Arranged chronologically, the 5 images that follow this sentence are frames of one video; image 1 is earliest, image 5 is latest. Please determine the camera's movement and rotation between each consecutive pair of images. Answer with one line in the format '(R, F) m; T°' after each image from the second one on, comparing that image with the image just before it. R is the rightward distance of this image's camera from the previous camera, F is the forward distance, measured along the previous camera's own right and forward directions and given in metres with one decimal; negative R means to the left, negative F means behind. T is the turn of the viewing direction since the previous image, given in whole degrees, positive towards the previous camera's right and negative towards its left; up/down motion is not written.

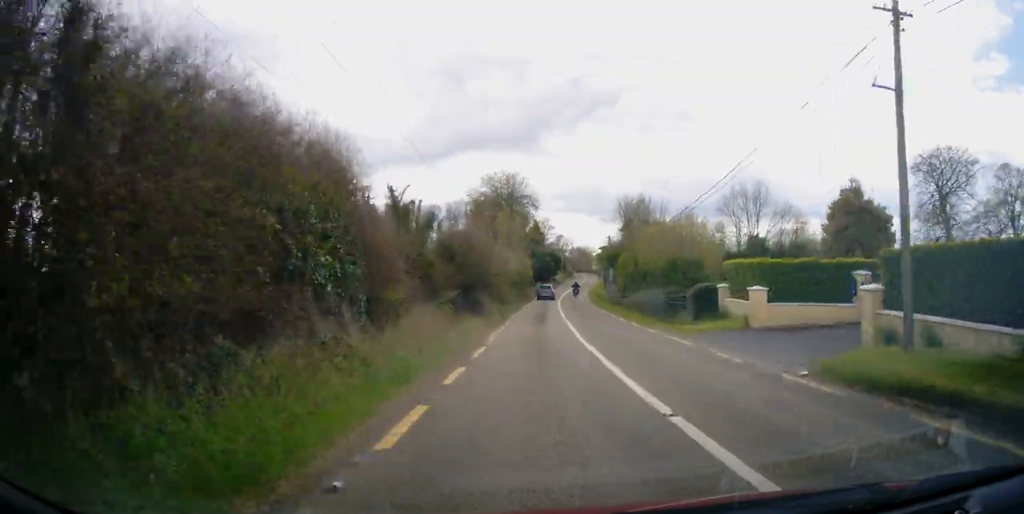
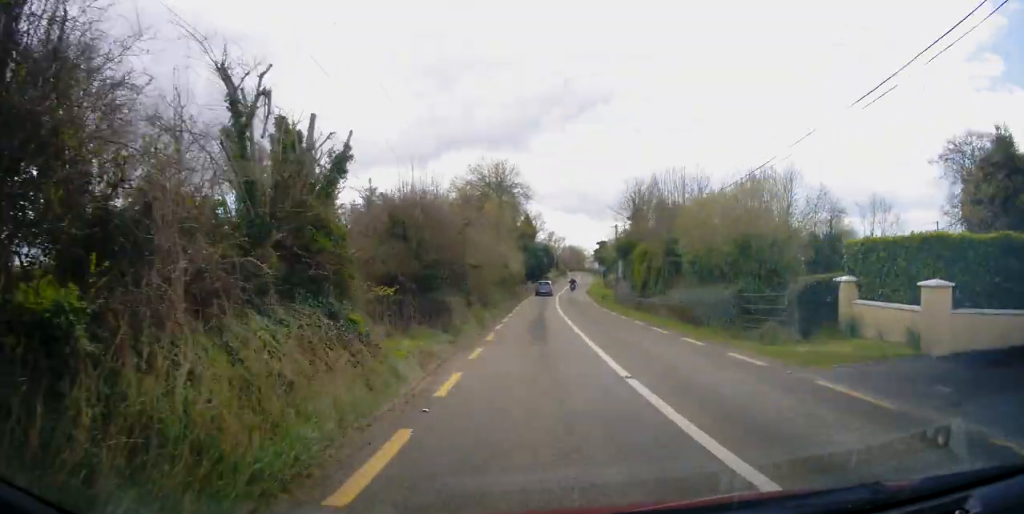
(+0.1, +9.2) m; +1°
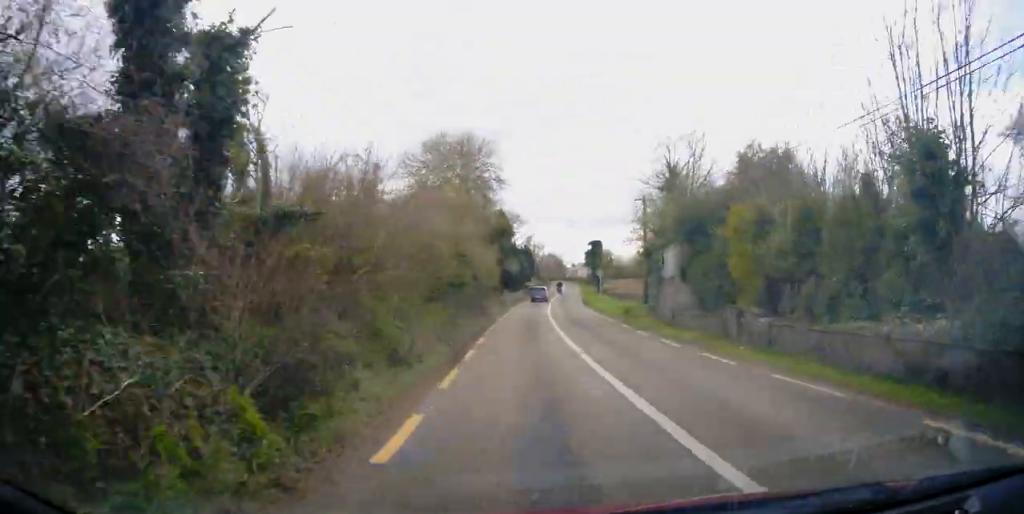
(+0.3, +18.7) m; +1°
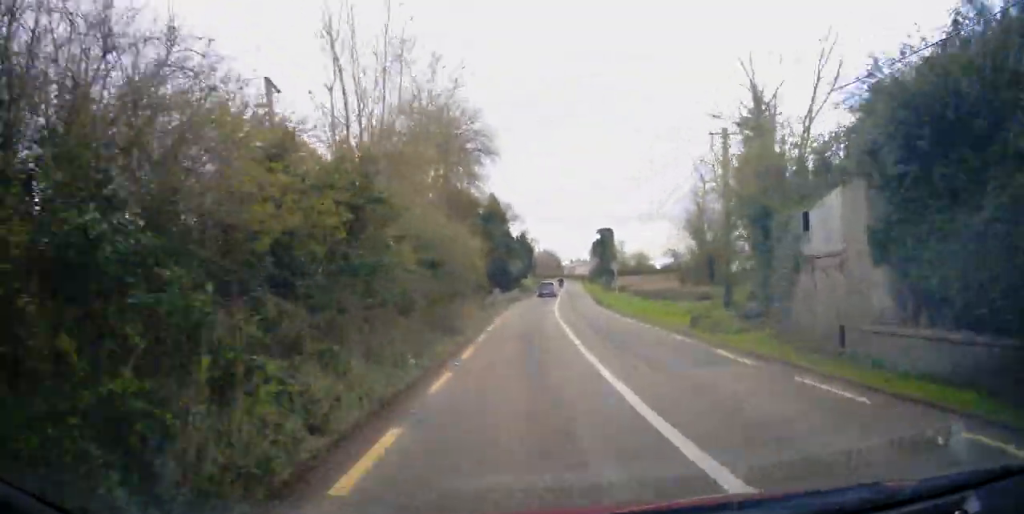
(+0.1, +12.7) m; +1°
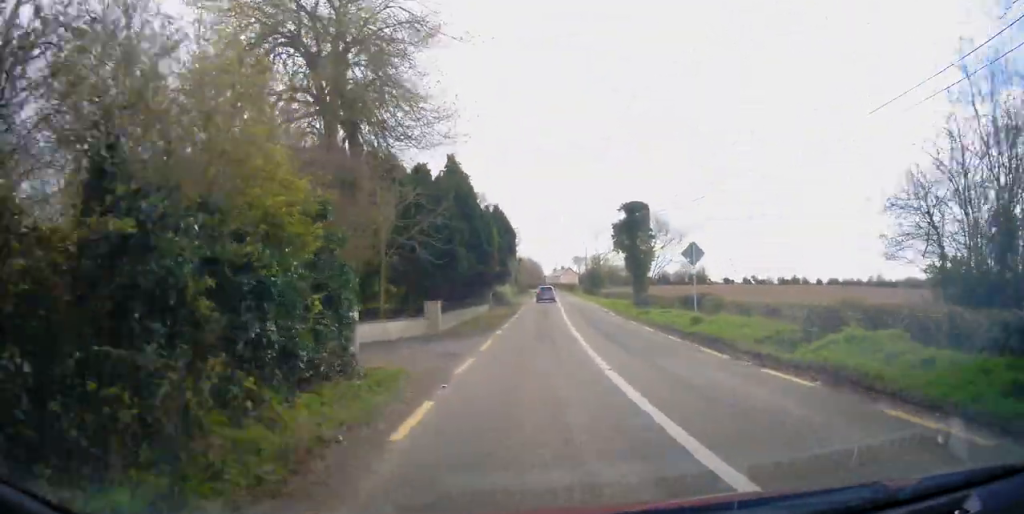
(+0.6, +26.2) m; +3°
